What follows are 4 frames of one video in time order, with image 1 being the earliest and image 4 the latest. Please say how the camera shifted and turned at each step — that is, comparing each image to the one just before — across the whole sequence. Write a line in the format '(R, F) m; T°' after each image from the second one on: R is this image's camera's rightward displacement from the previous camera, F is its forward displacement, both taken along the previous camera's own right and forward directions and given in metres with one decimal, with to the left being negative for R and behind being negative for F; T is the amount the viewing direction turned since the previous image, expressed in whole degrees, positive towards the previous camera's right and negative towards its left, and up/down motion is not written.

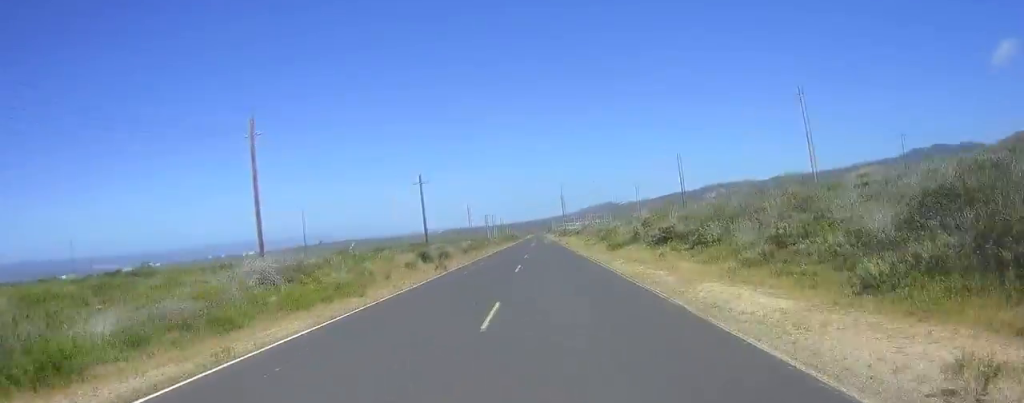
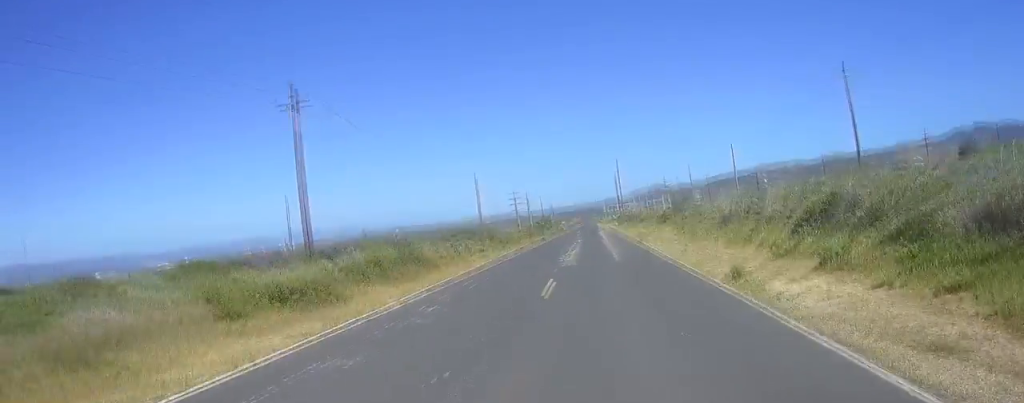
(+0.6, +63.0) m; +2°
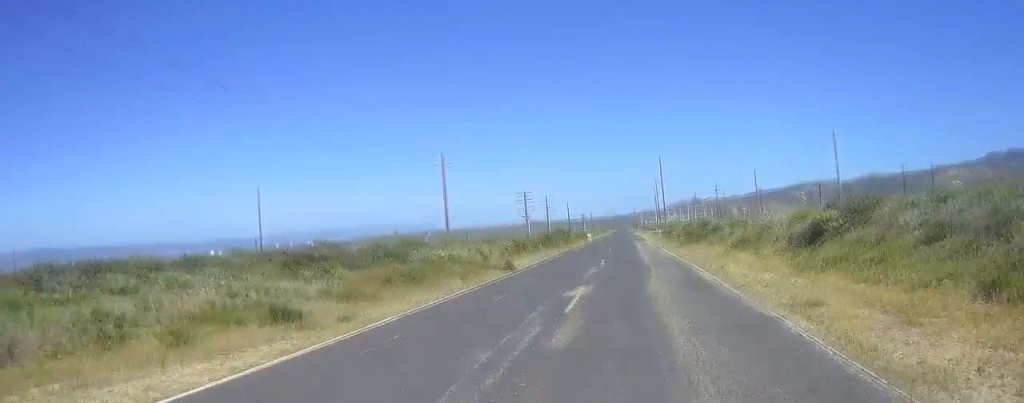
(-0.5, +41.5) m; -1°
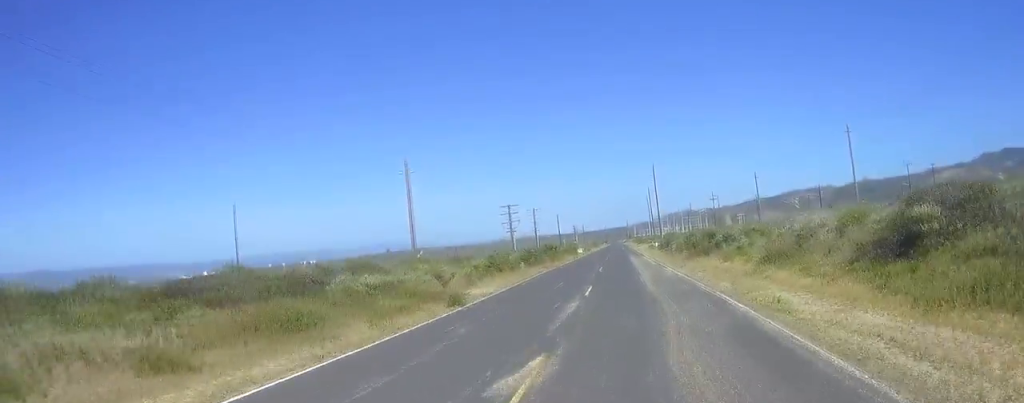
(0.0, +9.1) m; 0°
